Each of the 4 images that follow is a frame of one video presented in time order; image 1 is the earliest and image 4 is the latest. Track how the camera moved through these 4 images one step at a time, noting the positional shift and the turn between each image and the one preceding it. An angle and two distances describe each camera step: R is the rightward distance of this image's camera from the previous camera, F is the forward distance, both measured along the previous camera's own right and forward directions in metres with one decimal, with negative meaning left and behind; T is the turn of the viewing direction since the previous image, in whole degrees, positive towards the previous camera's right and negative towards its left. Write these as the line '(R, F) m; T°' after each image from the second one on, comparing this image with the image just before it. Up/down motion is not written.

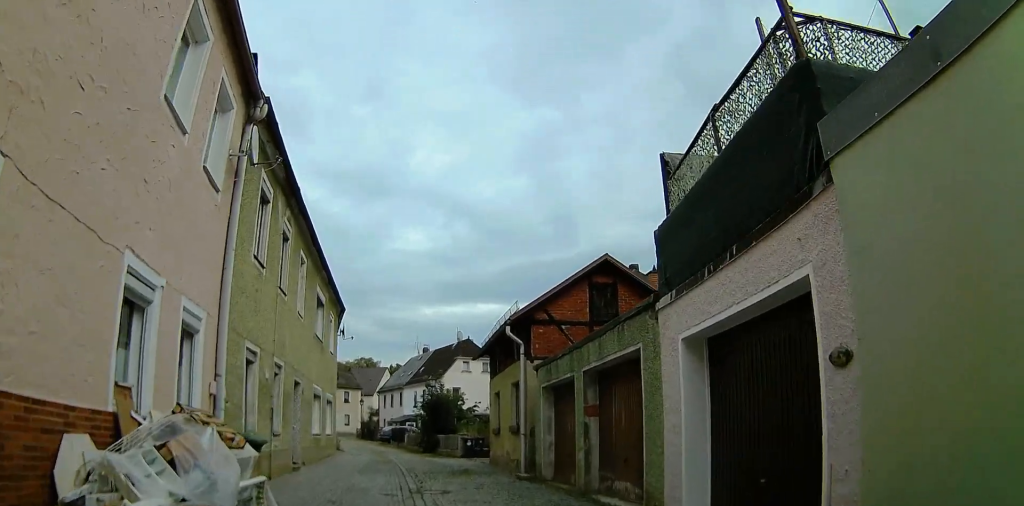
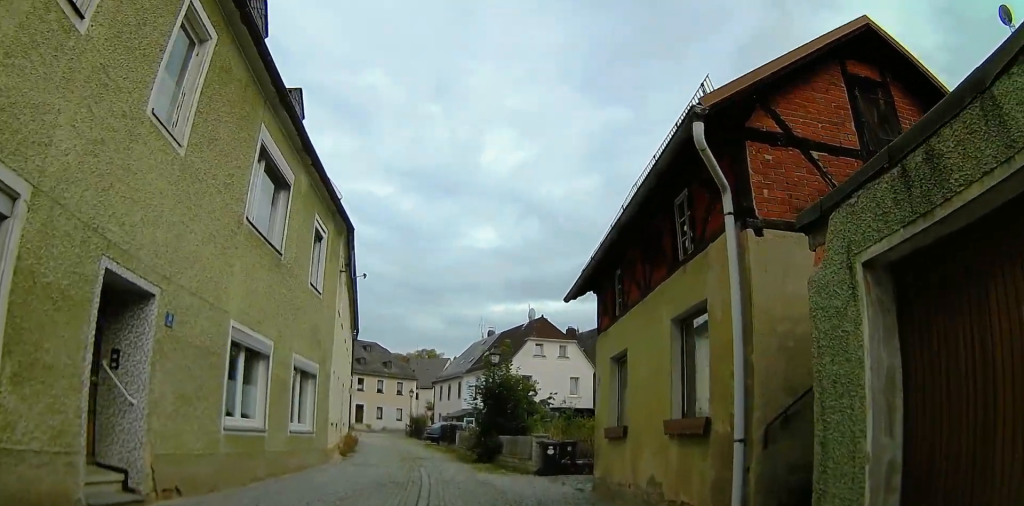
(+1.2, +11.1) m; +15°
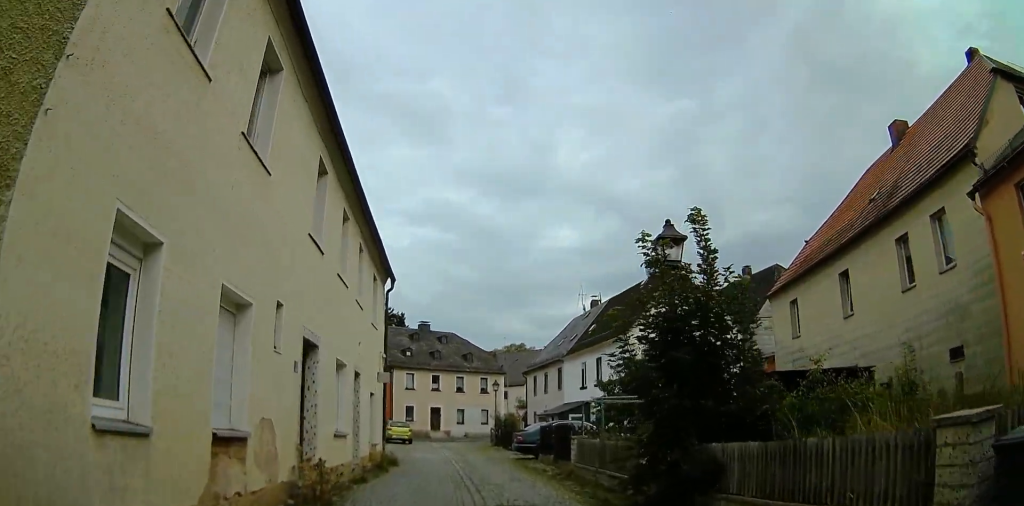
(+0.4, +14.5) m; +1°
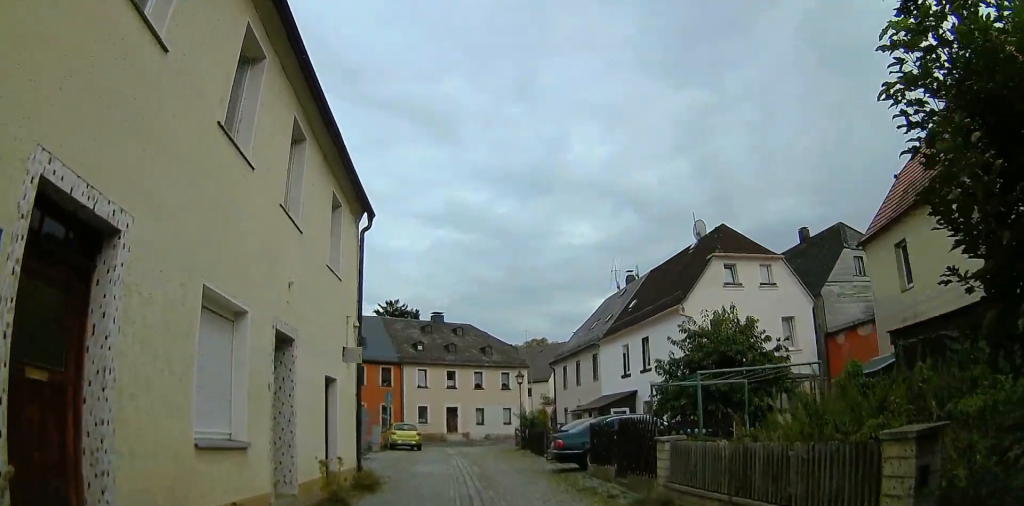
(-0.2, +6.9) m; -8°
